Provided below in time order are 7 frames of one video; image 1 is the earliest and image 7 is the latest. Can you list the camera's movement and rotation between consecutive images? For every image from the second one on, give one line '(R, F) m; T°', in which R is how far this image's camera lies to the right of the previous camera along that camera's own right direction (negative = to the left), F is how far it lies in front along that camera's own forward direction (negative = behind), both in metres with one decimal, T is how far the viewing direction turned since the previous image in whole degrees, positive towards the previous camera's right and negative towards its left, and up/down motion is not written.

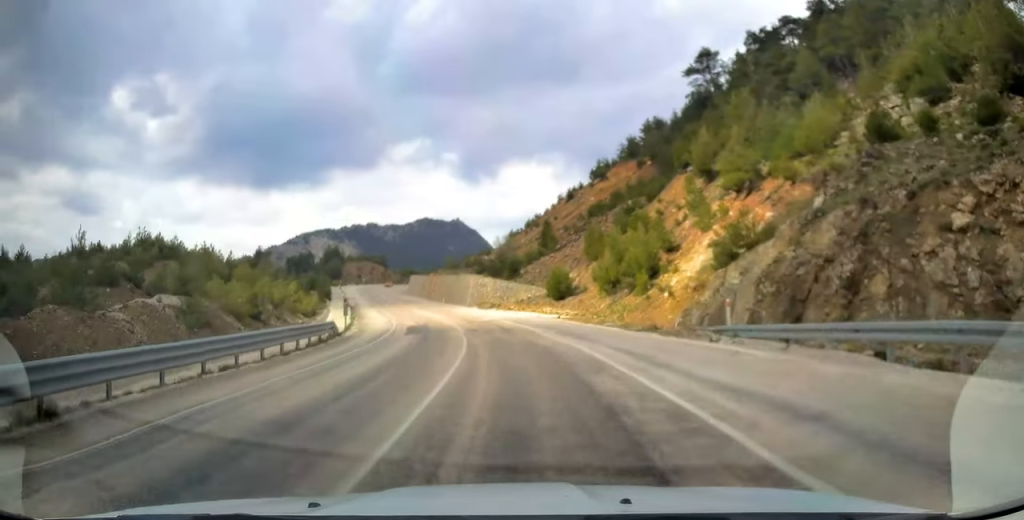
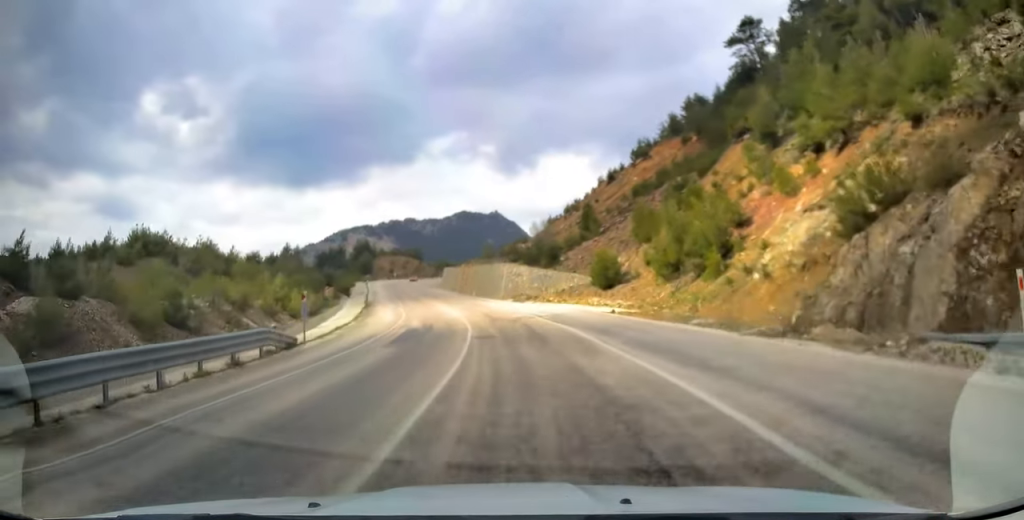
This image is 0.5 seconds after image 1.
(-0.9, +10.6) m; -4°
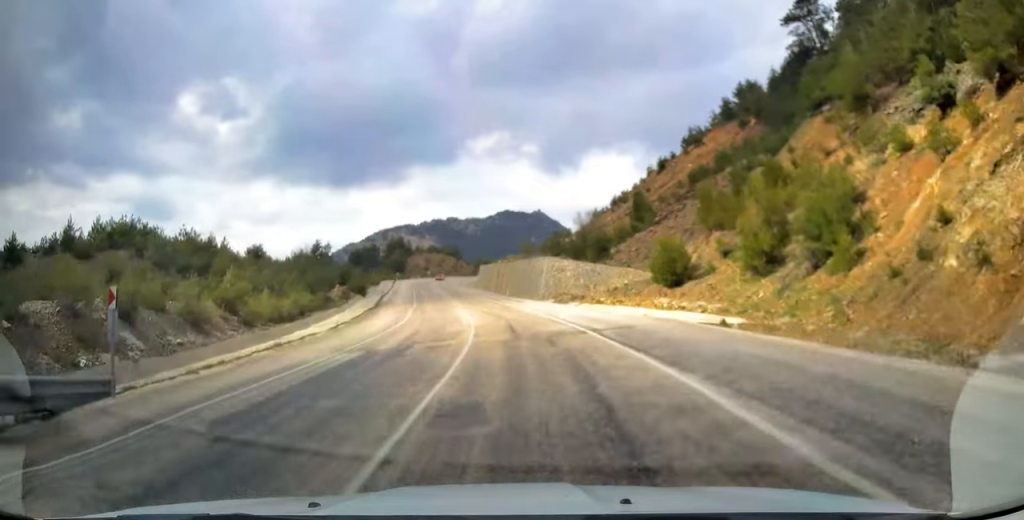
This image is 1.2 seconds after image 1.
(-0.2, +12.8) m; -1°
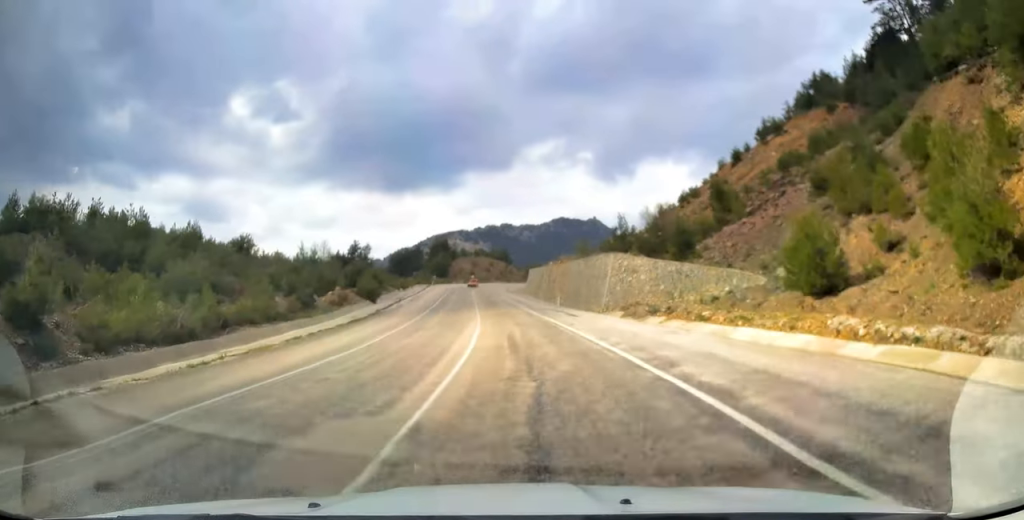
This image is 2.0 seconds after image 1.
(0.0, +17.8) m; -2°
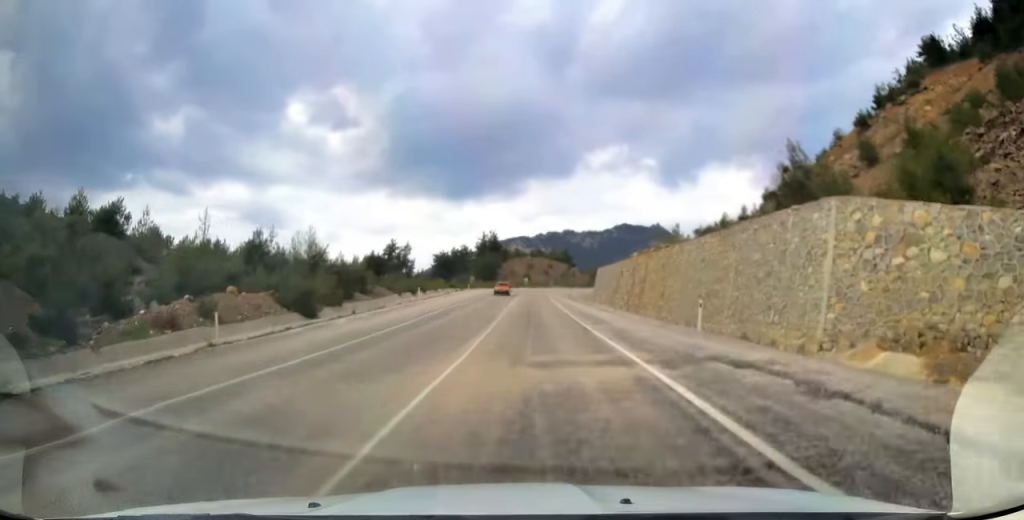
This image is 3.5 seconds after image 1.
(-2.1, +30.5) m; -8°
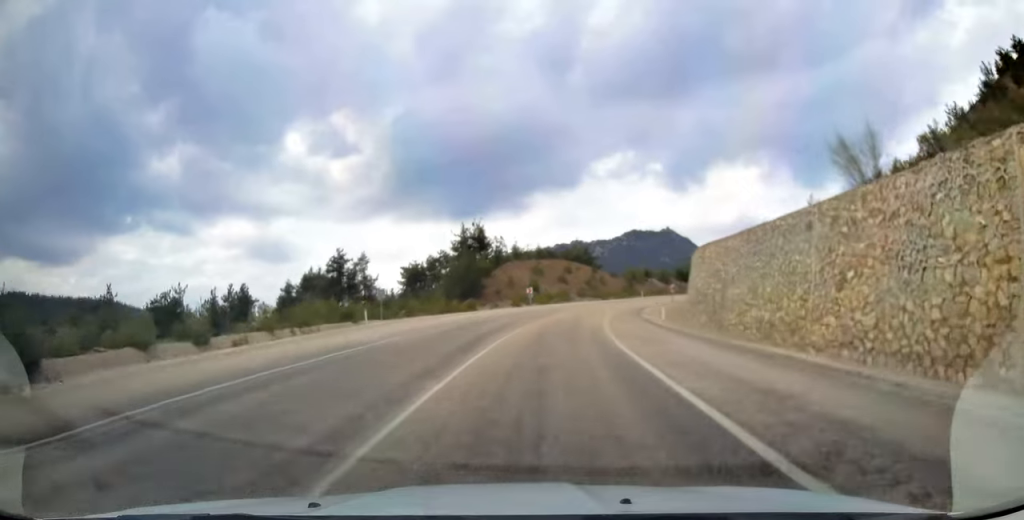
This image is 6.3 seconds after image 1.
(-1.9, +58.6) m; -1°
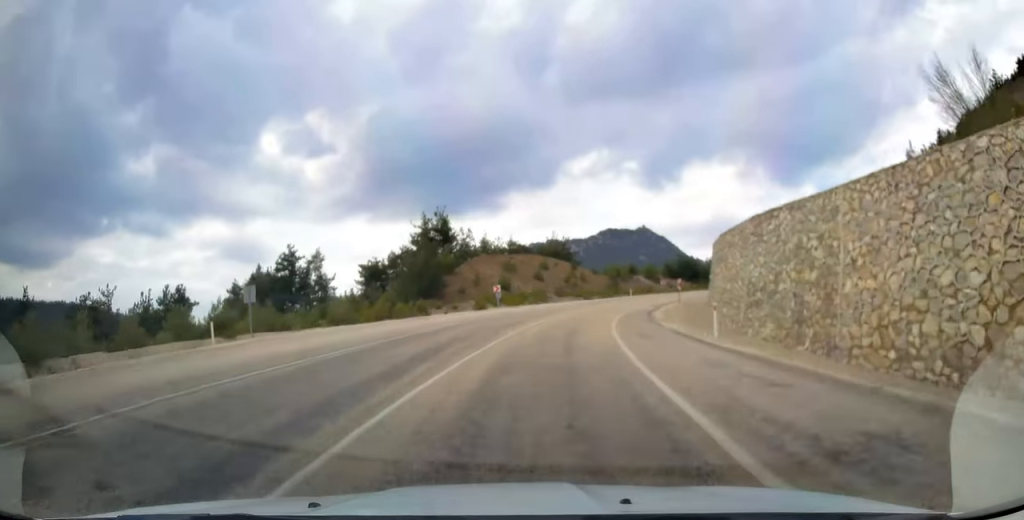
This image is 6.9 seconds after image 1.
(+0.2, +14.0) m; +3°
